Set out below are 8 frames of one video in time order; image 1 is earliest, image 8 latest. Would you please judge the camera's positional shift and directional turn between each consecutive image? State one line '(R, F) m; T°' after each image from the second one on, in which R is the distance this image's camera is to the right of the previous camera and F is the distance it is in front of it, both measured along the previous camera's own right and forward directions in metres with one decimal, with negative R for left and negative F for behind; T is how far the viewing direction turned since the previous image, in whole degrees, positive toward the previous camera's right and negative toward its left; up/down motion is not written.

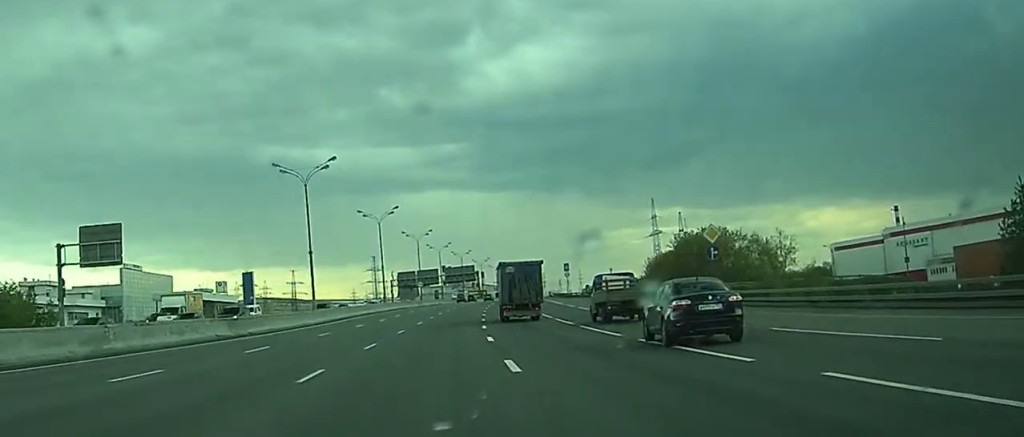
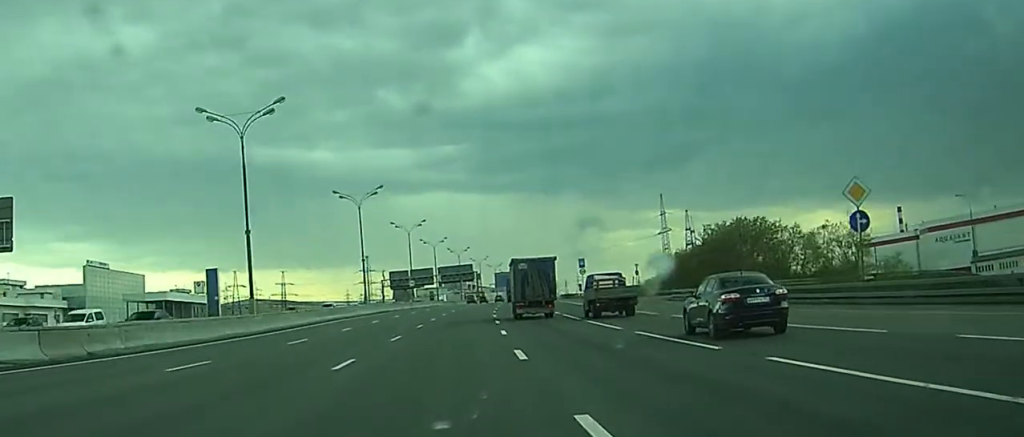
(+0.2, +25.4) m; +1°
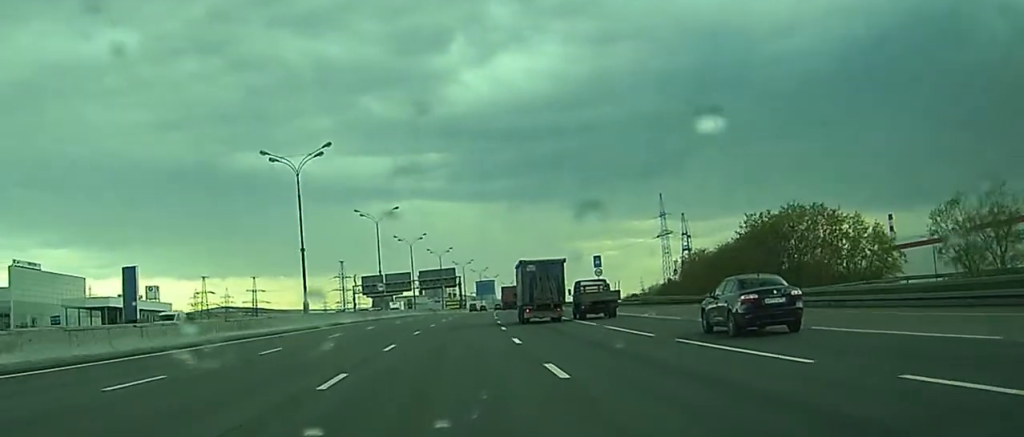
(+0.4, +30.5) m; +2°
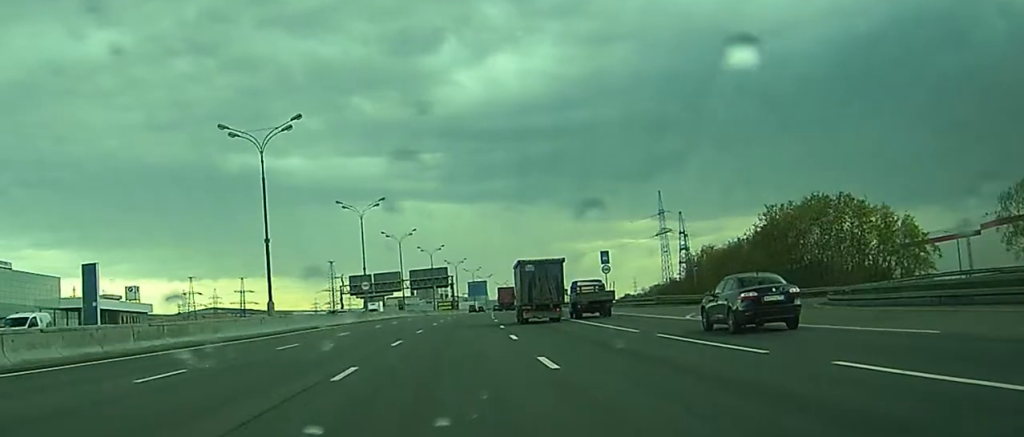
(0.0, +10.2) m; +1°
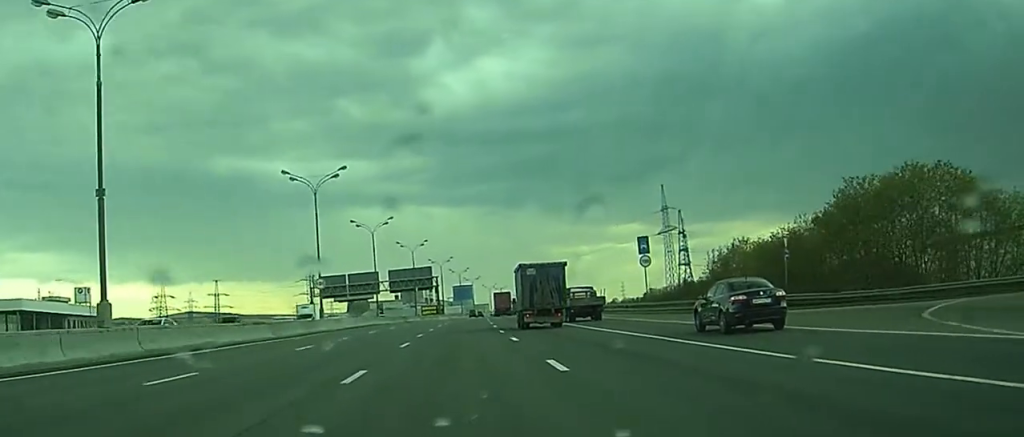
(+0.2, +24.3) m; +1°
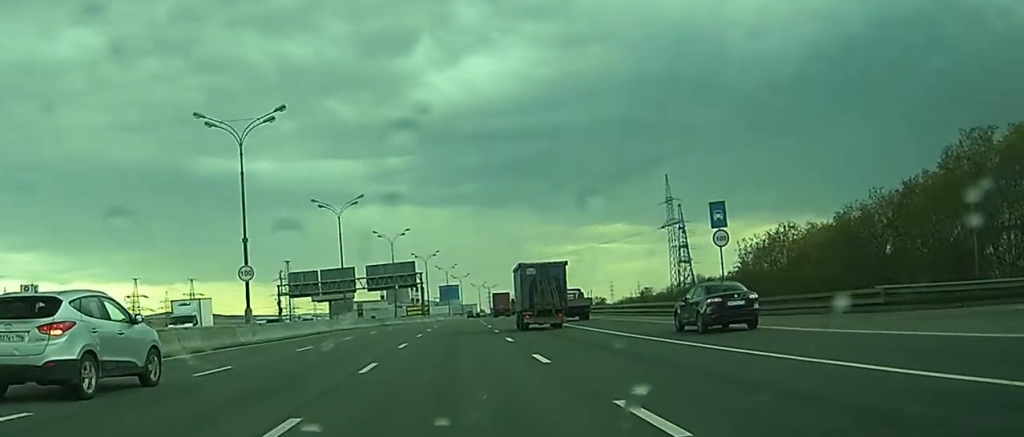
(0.0, +21.5) m; +1°
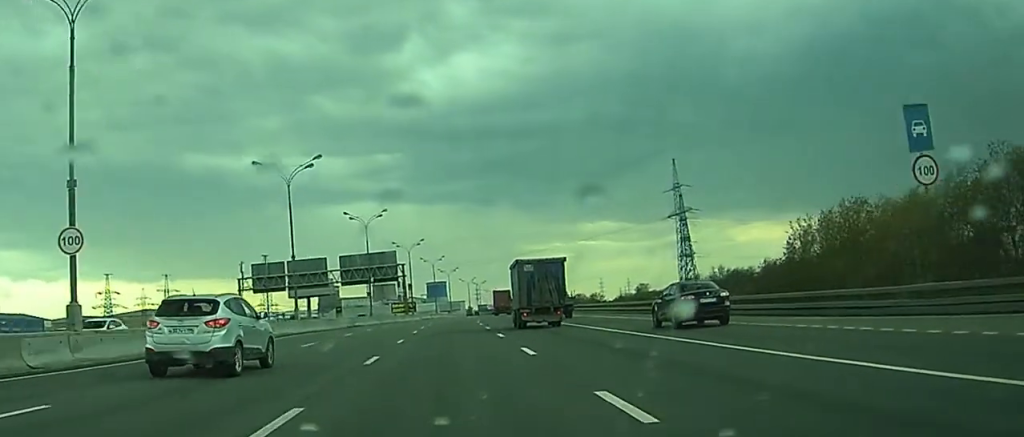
(+0.3, +21.4) m; +1°
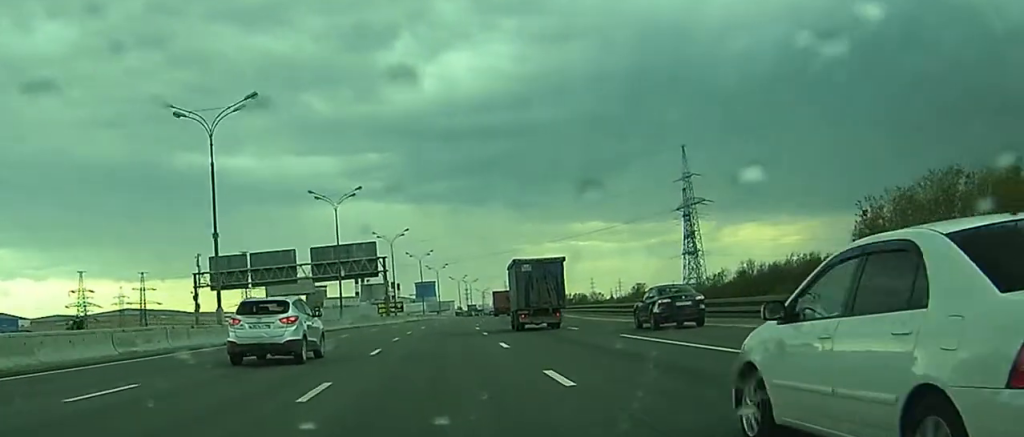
(+0.1, +19.3) m; +1°
